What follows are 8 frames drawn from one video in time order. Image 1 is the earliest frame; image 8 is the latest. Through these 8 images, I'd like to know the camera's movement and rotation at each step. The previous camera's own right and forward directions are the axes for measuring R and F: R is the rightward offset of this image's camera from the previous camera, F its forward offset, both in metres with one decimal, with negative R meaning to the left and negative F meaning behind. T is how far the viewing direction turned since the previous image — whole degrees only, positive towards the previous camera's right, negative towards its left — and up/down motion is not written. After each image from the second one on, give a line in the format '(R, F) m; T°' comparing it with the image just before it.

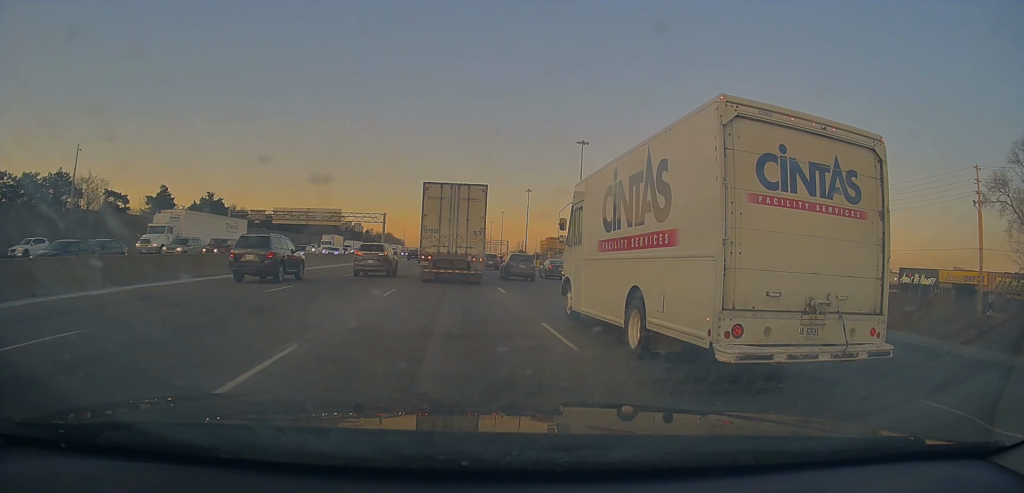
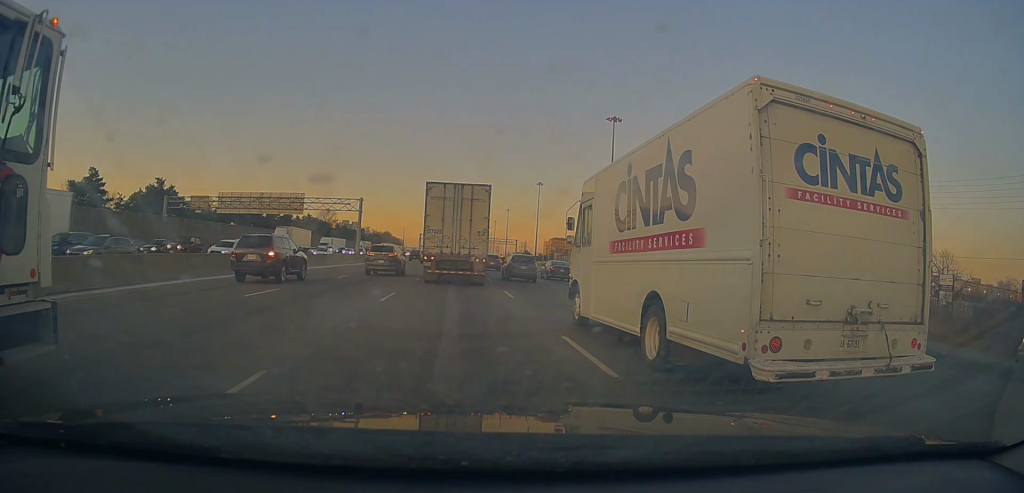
(+0.2, +25.3) m; -1°
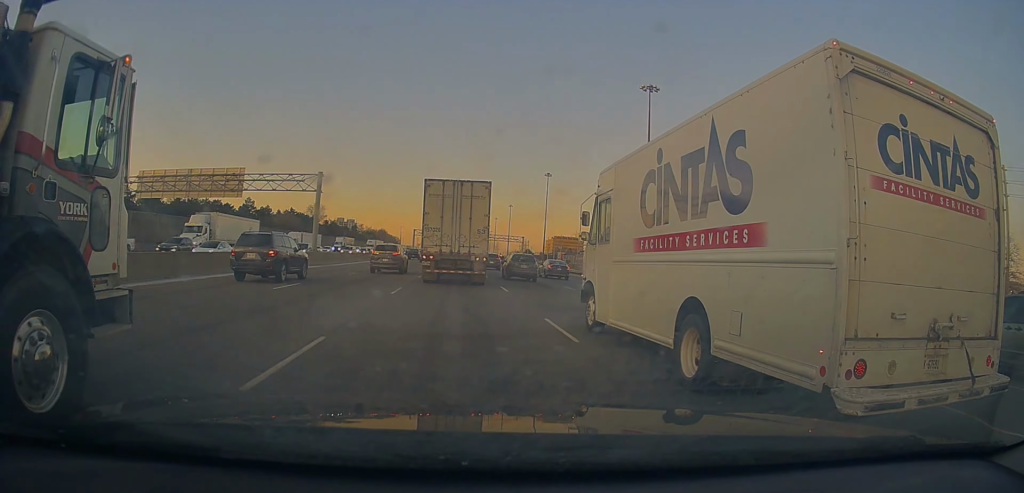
(-0.6, +21.2) m; -1°
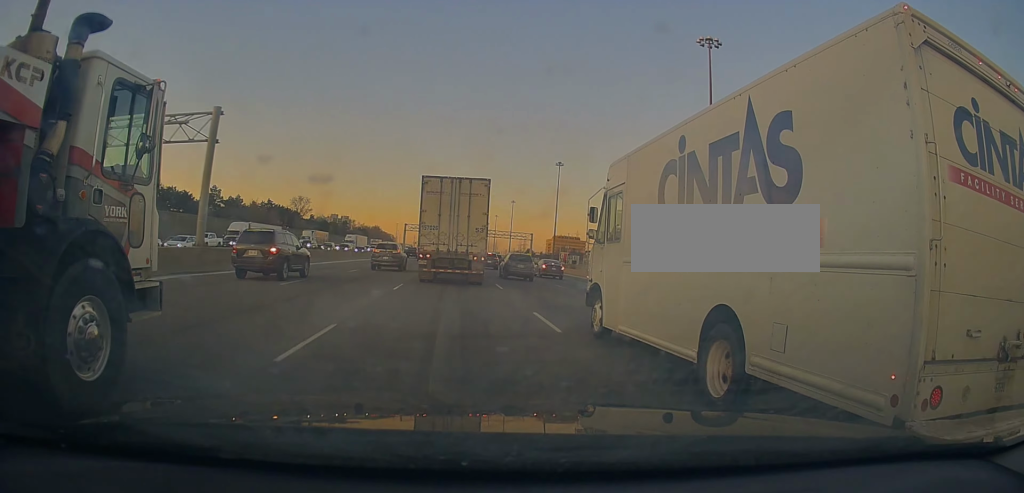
(+0.3, +22.8) m; +1°
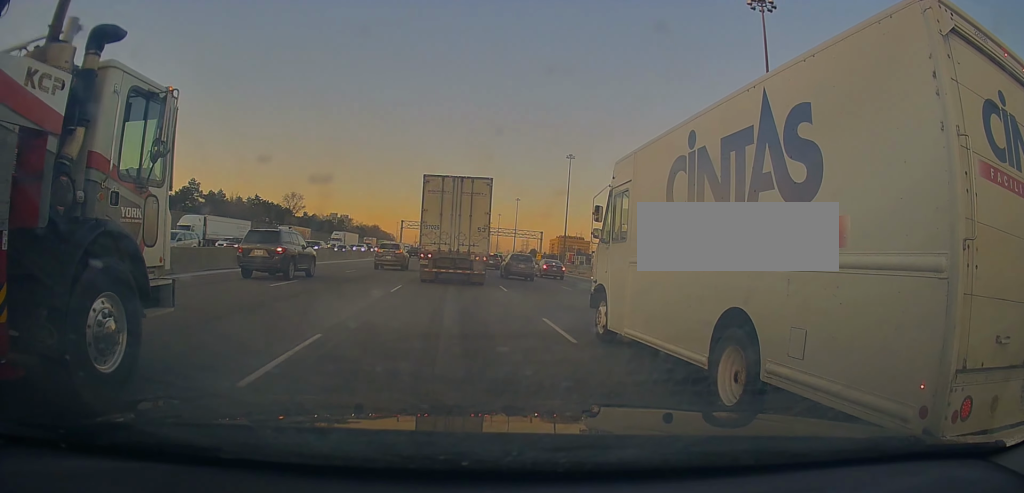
(0.0, +13.2) m; +1°
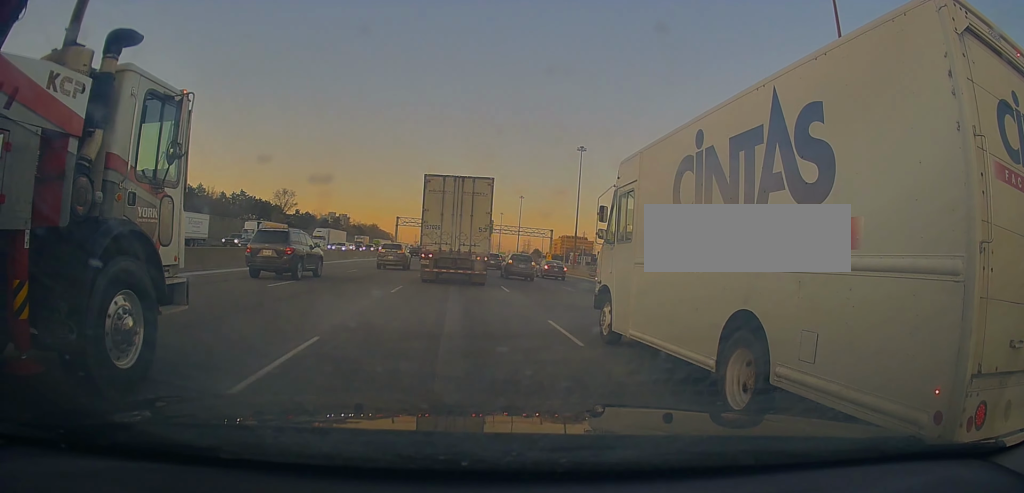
(-0.1, +12.4) m; +1°
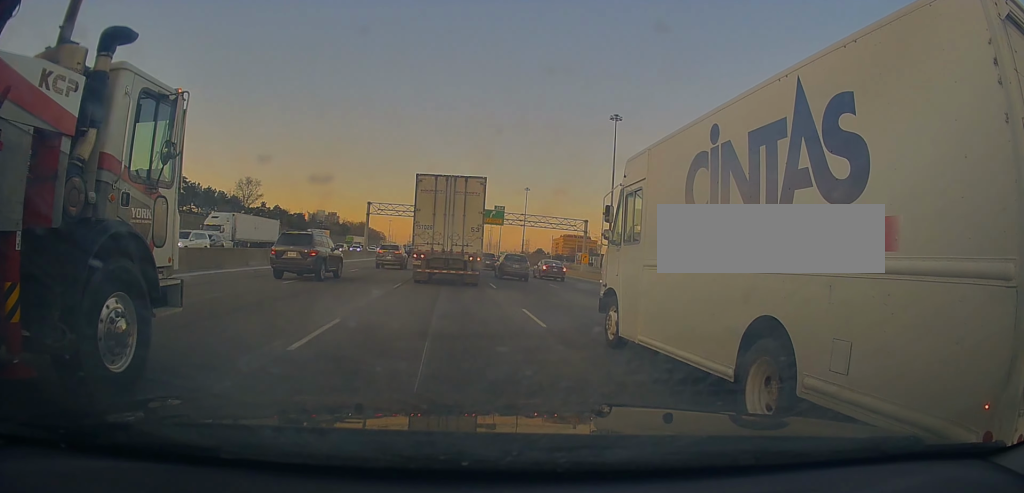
(-0.6, +33.6) m; -2°
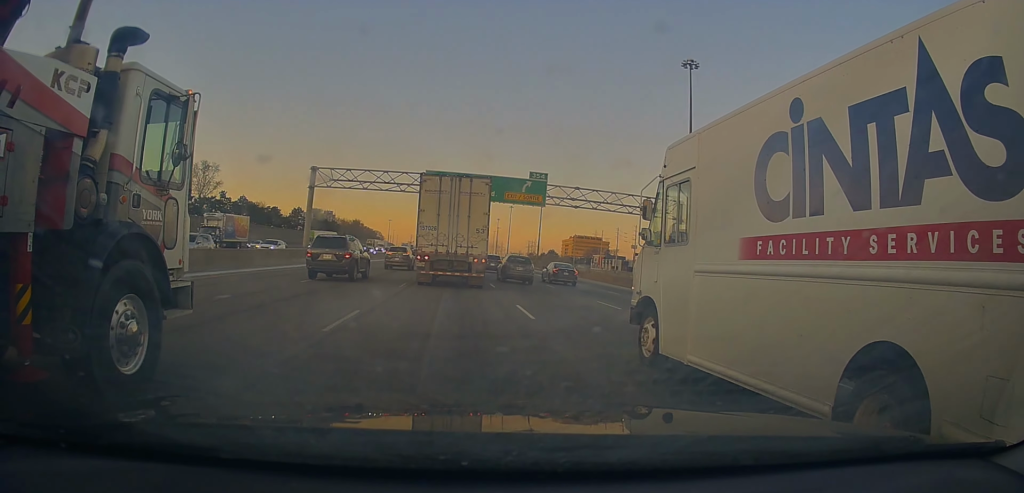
(+0.8, +33.9) m; +1°
